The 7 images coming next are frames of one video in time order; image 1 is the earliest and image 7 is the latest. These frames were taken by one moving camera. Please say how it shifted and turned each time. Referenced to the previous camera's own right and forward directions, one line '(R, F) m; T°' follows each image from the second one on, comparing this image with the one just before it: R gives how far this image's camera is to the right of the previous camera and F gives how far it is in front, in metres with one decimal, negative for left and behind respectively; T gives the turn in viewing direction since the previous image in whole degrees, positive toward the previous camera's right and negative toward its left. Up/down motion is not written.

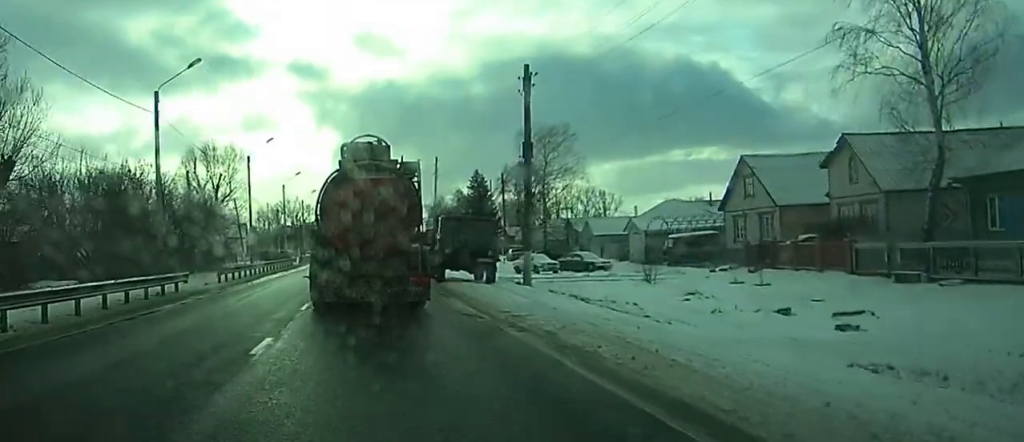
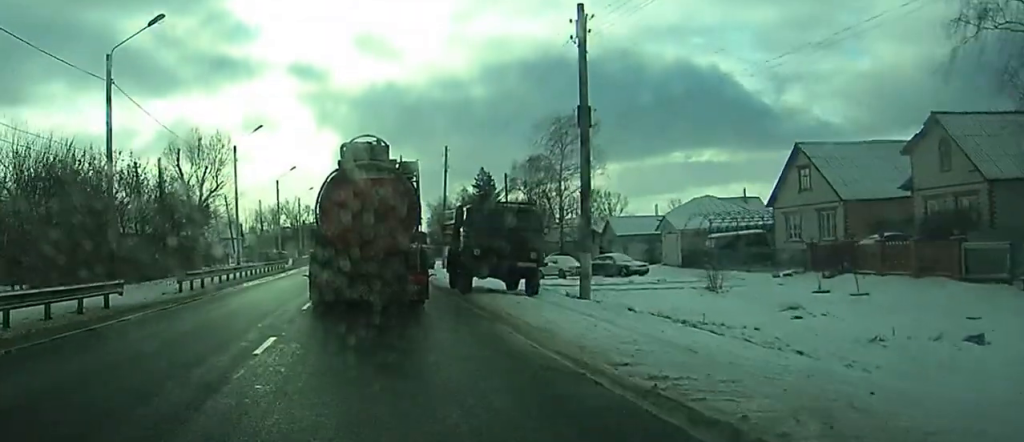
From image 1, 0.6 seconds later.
(0.0, +9.2) m; 0°
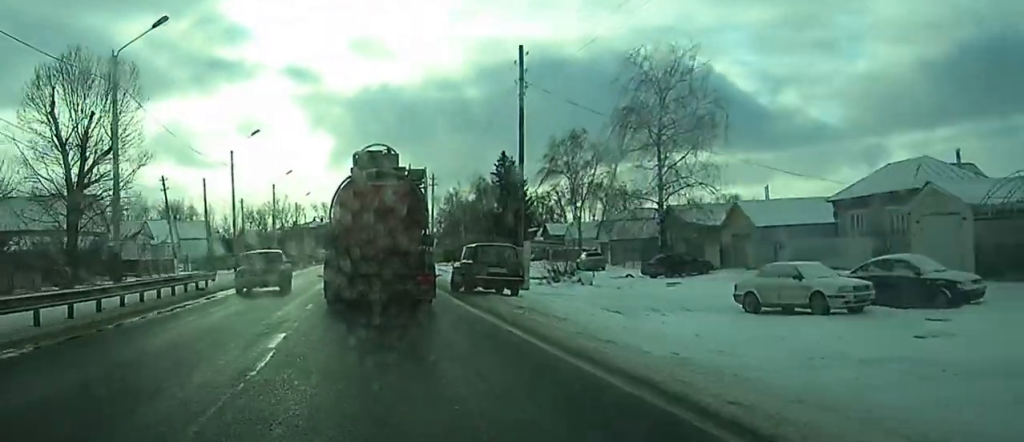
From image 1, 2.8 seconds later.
(+0.6, +31.0) m; +2°
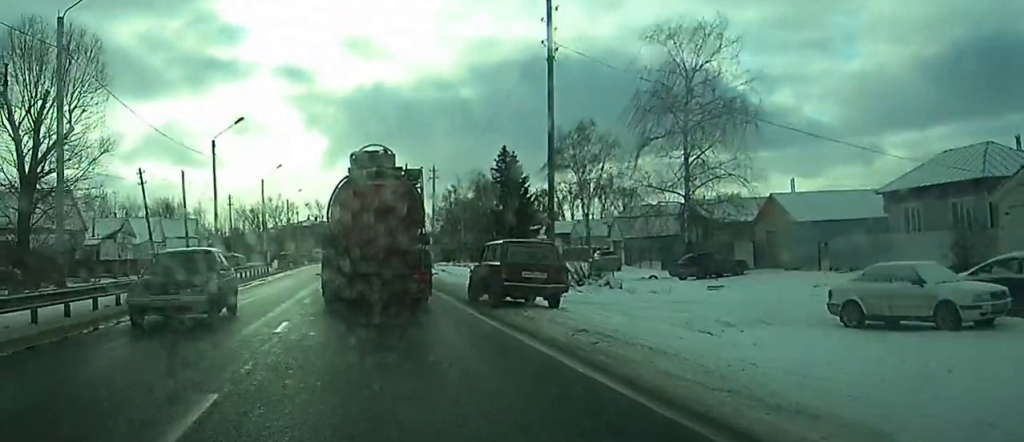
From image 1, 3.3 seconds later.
(-0.1, +5.1) m; 0°
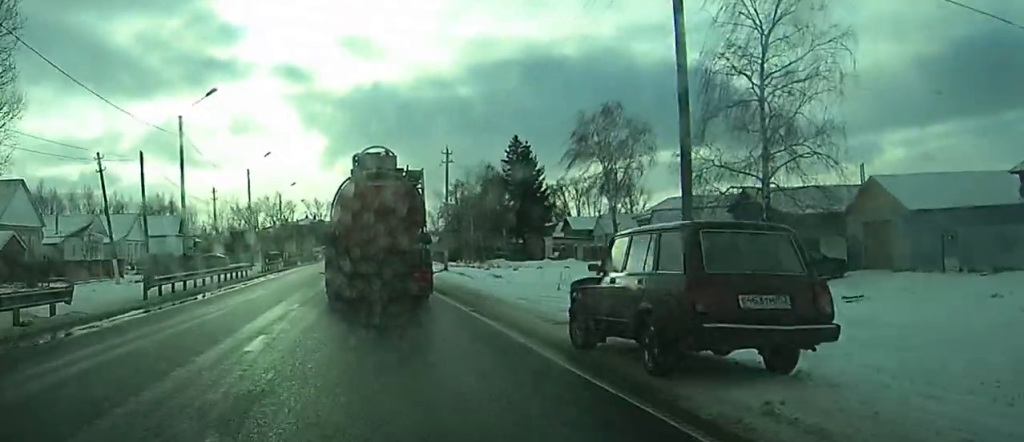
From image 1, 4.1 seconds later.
(0.0, +9.5) m; 0°
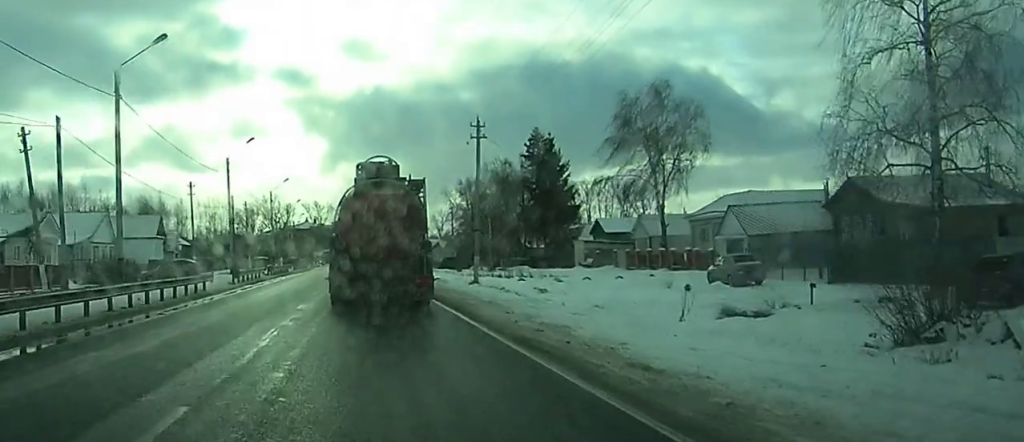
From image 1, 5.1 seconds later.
(0.0, +12.2) m; 0°
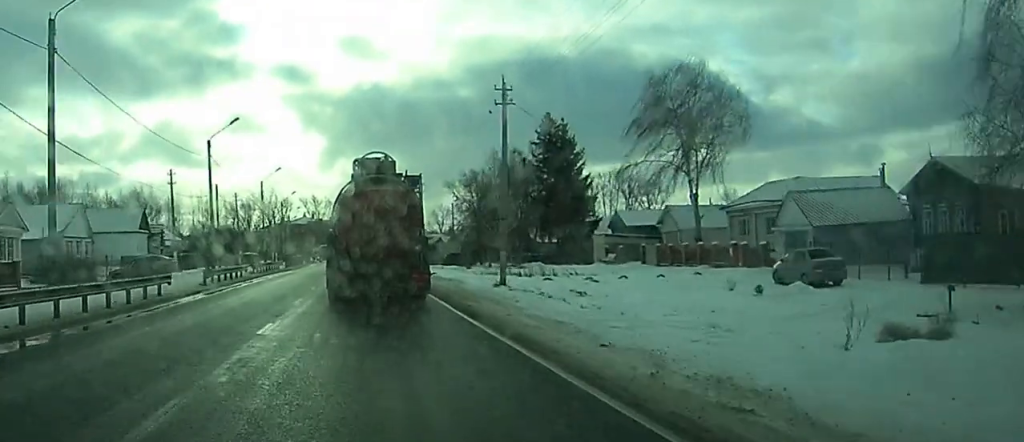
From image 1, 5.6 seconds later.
(0.0, +7.1) m; 0°
